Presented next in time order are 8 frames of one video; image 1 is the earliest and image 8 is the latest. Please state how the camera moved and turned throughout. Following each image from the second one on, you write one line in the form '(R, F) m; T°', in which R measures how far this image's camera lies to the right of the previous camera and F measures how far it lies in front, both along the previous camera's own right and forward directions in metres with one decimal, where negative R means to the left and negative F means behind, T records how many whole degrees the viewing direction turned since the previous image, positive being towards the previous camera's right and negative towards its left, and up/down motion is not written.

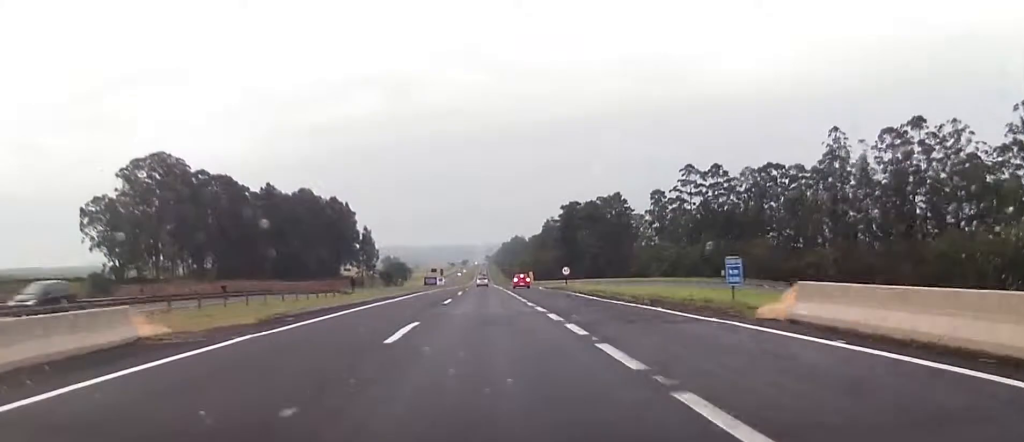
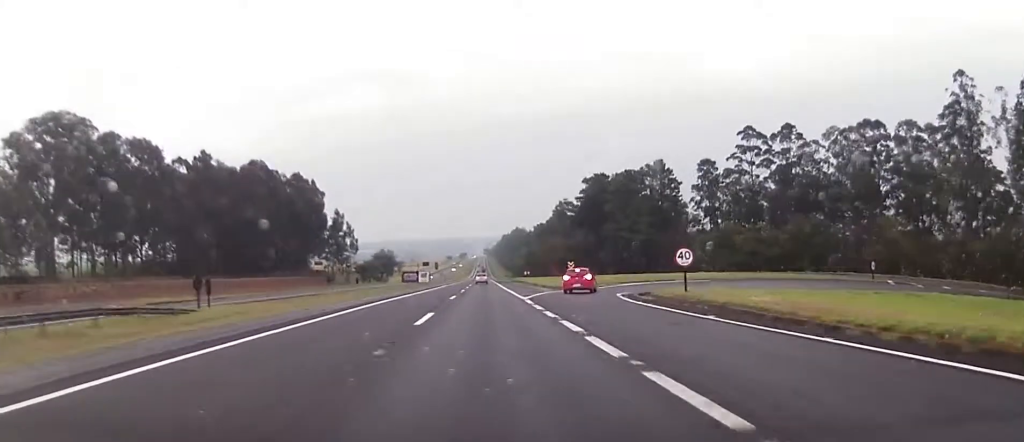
(-0.1, +39.7) m; 0°
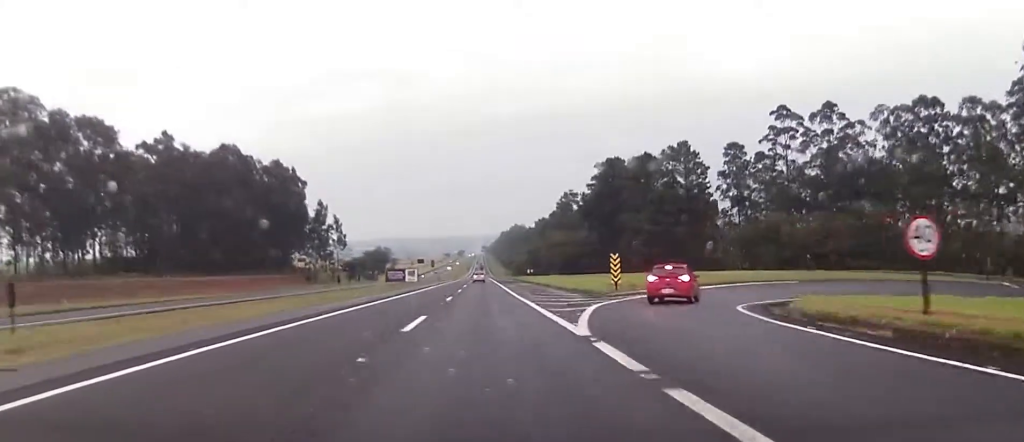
(-0.1, +17.6) m; 0°
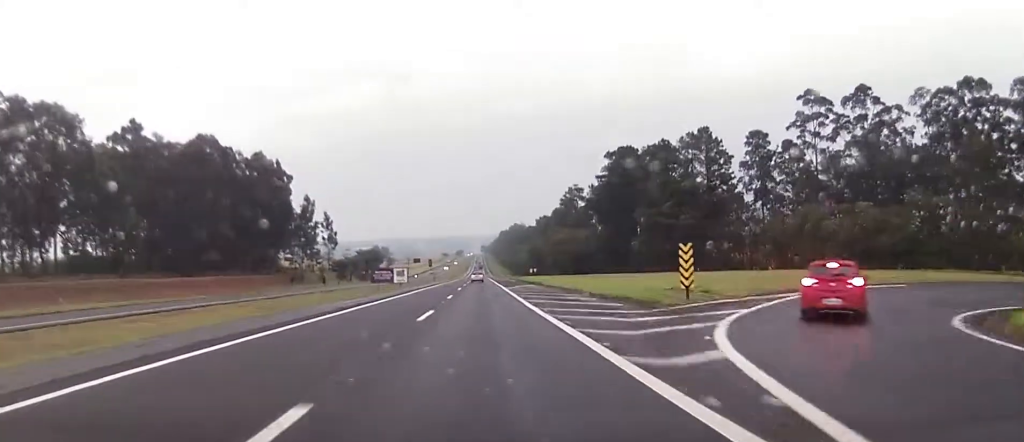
(0.0, +12.2) m; 0°
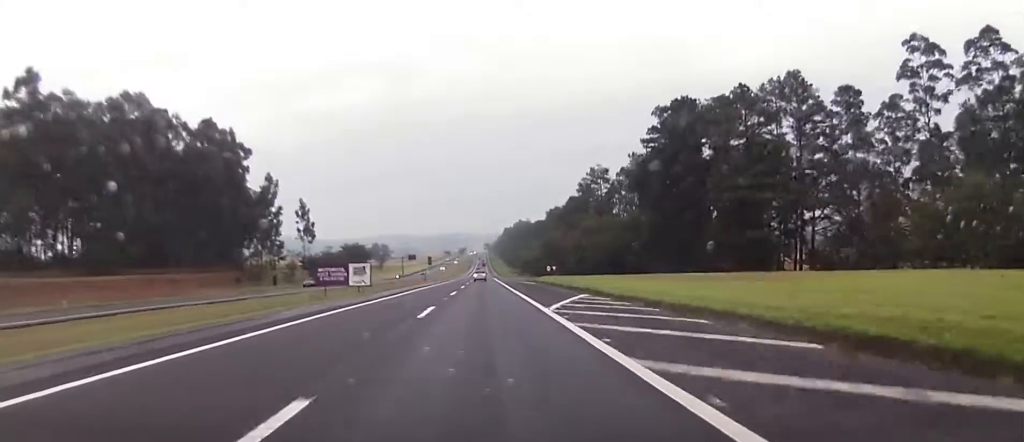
(+0.1, +32.7) m; -1°
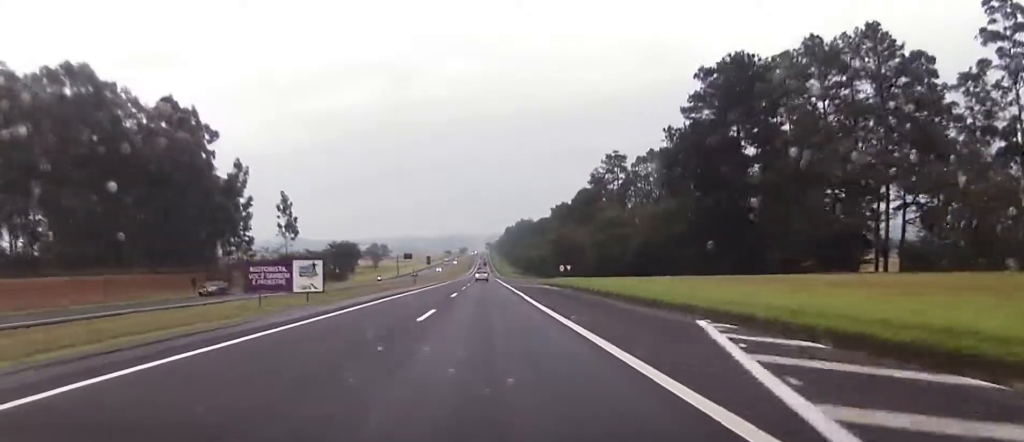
(-0.4, +18.5) m; 0°
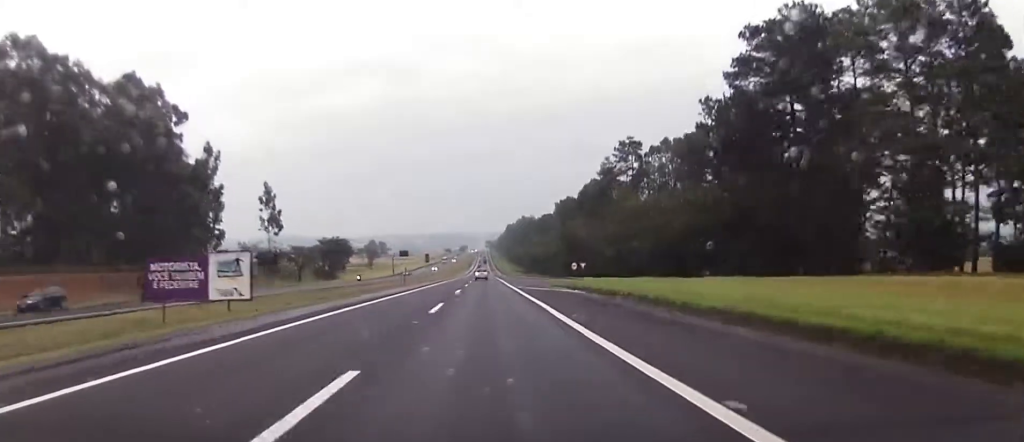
(+0.2, +13.7) m; 0°
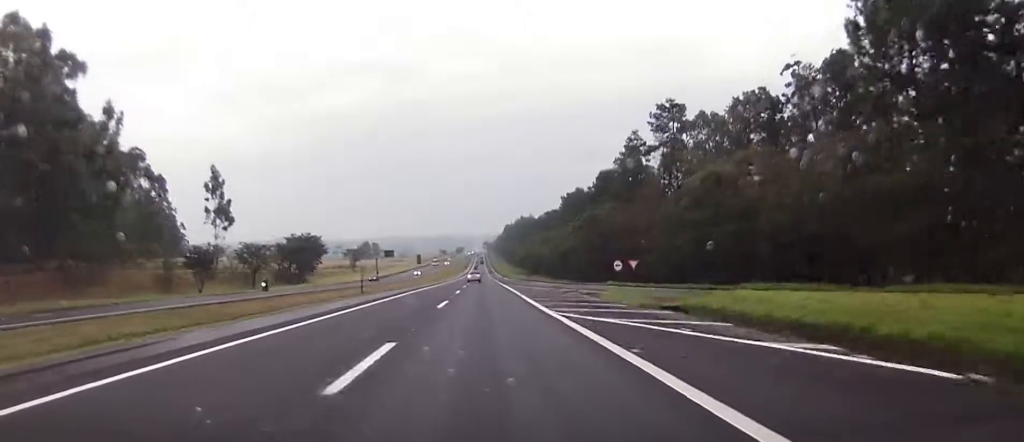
(+0.1, +30.4) m; 0°
